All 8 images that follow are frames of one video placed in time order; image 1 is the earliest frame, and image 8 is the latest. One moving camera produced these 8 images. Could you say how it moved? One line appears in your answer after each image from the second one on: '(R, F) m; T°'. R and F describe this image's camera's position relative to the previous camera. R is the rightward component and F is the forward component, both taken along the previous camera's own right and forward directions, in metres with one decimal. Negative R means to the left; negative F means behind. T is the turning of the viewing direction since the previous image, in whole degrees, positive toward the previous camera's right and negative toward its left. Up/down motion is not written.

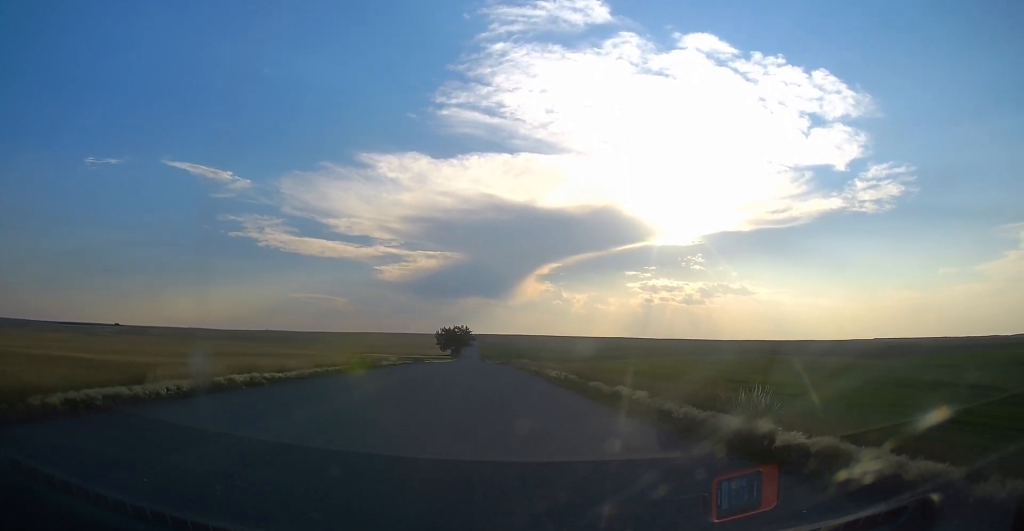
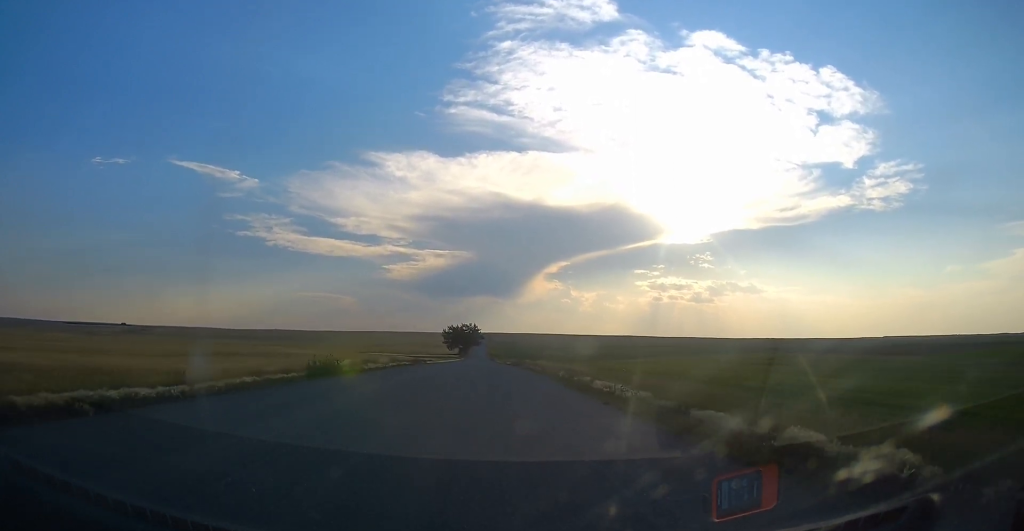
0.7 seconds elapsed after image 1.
(-0.1, +12.3) m; -1°
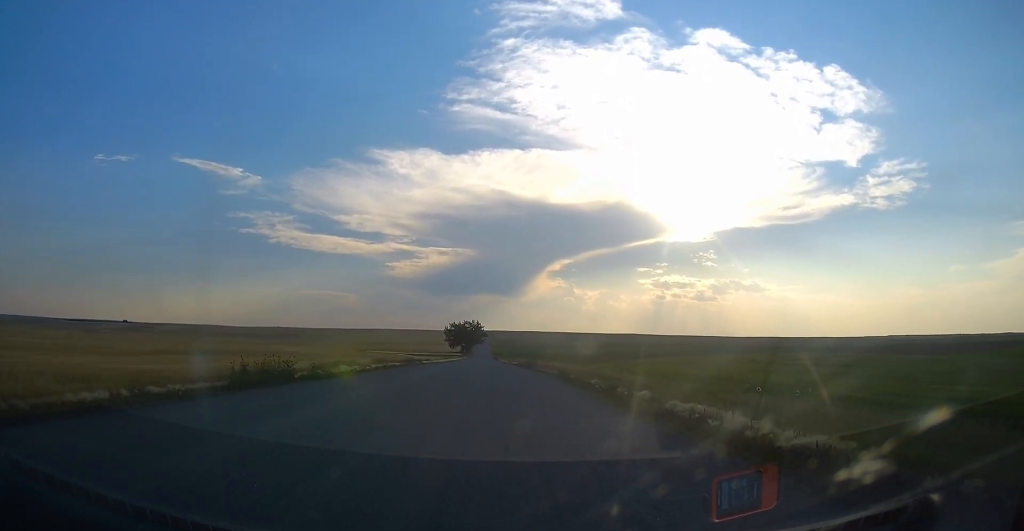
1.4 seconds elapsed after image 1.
(0.0, +10.7) m; 0°
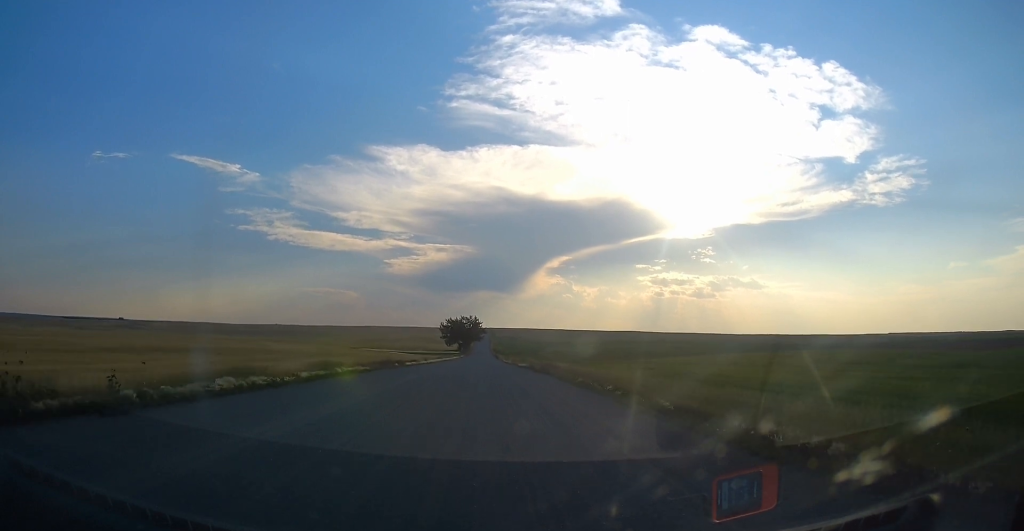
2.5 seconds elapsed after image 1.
(0.0, +18.5) m; 0°
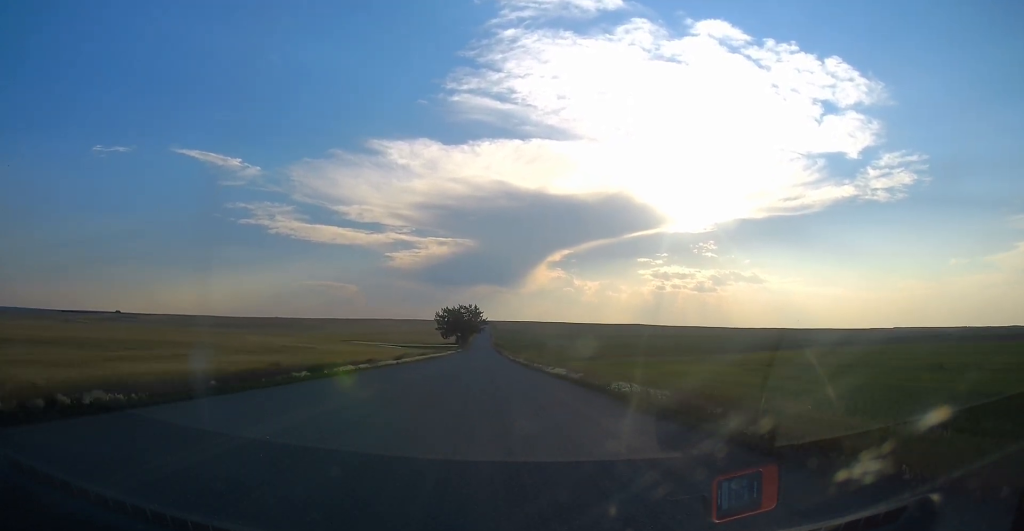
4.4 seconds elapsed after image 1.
(0.0, +33.4) m; 0°
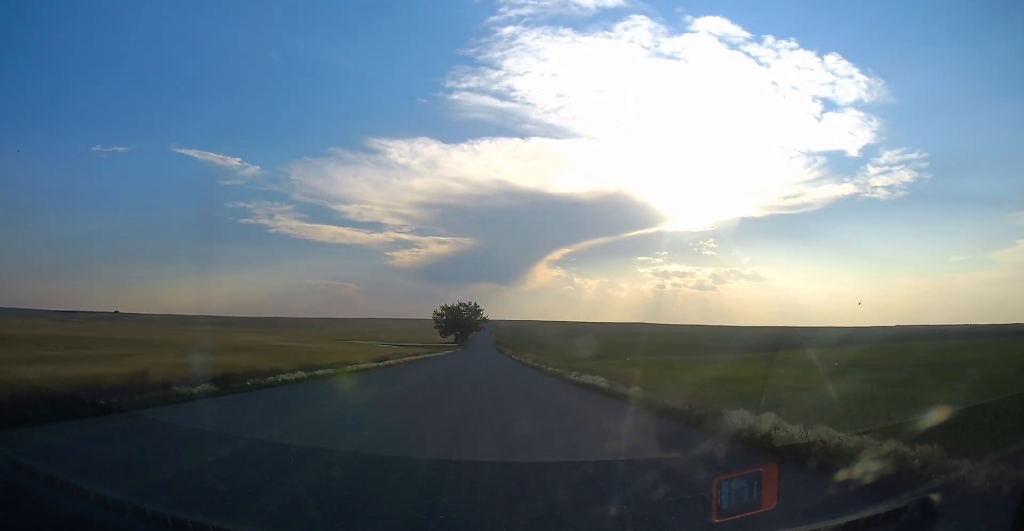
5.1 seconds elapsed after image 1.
(0.0, +11.7) m; +1°
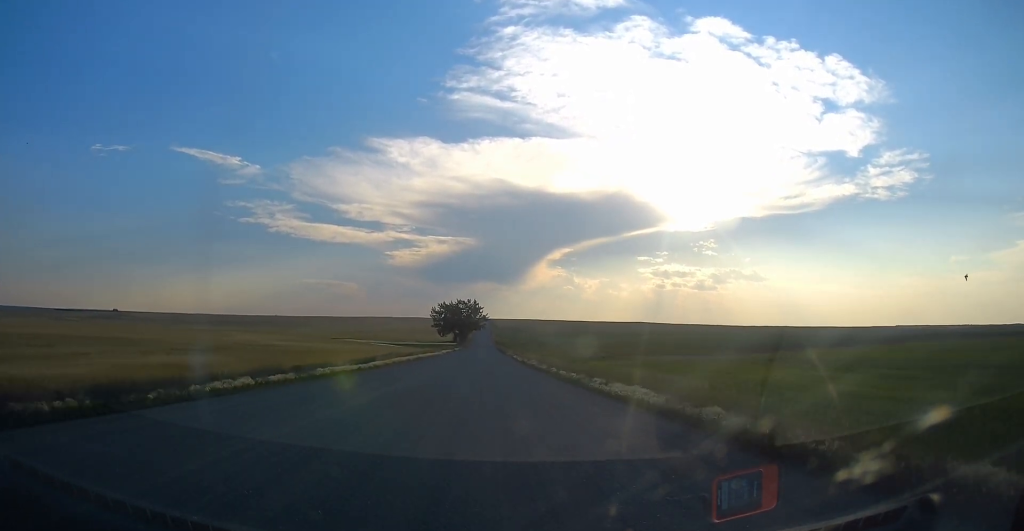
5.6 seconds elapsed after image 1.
(0.0, +7.2) m; 0°
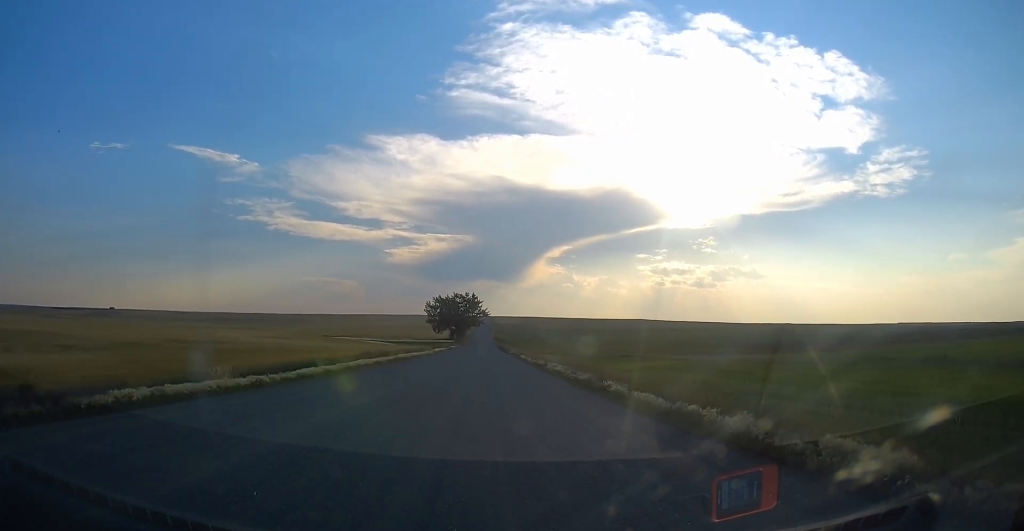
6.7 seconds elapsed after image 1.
(+0.2, +19.3) m; 0°
